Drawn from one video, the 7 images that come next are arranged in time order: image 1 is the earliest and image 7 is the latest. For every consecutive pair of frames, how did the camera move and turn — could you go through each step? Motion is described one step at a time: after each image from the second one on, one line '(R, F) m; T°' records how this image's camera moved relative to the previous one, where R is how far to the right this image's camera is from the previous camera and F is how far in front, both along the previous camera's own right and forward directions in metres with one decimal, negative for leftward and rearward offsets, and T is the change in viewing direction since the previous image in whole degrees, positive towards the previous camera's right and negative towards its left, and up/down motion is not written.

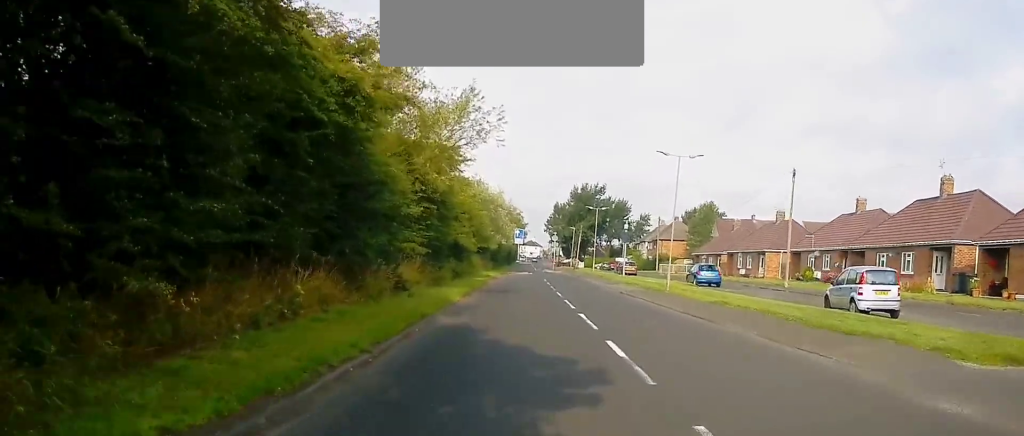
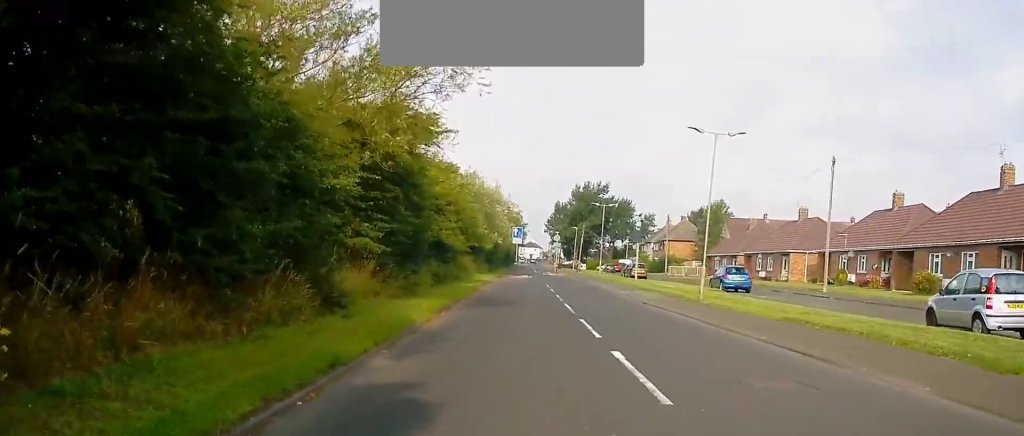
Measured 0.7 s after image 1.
(+0.3, +6.9) m; -1°
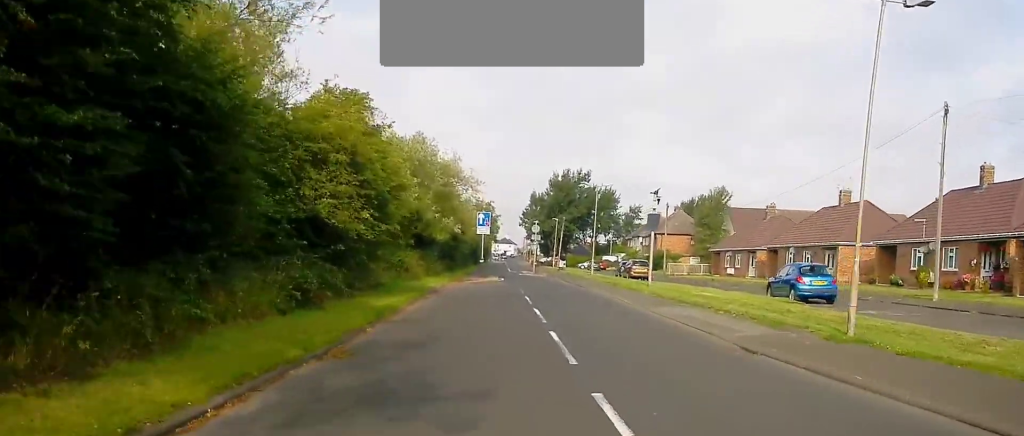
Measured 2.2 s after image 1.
(+0.1, +15.1) m; +4°
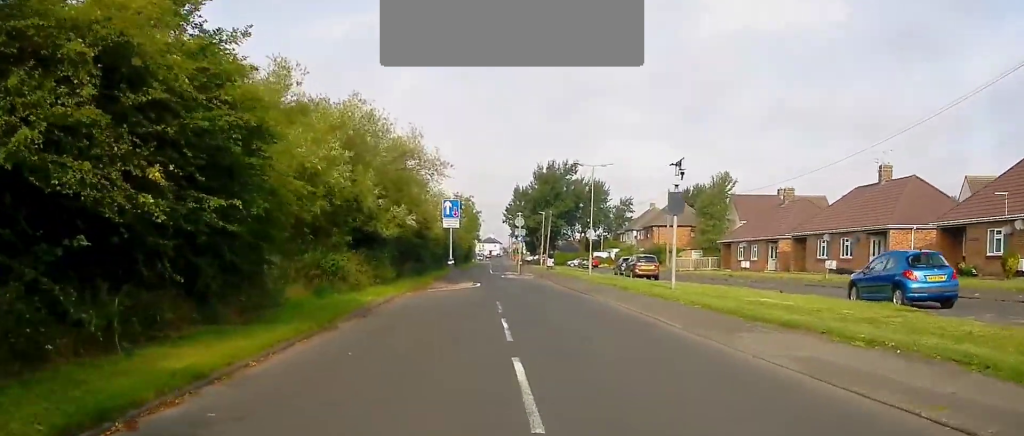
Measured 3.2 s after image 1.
(+0.5, +9.4) m; +1°
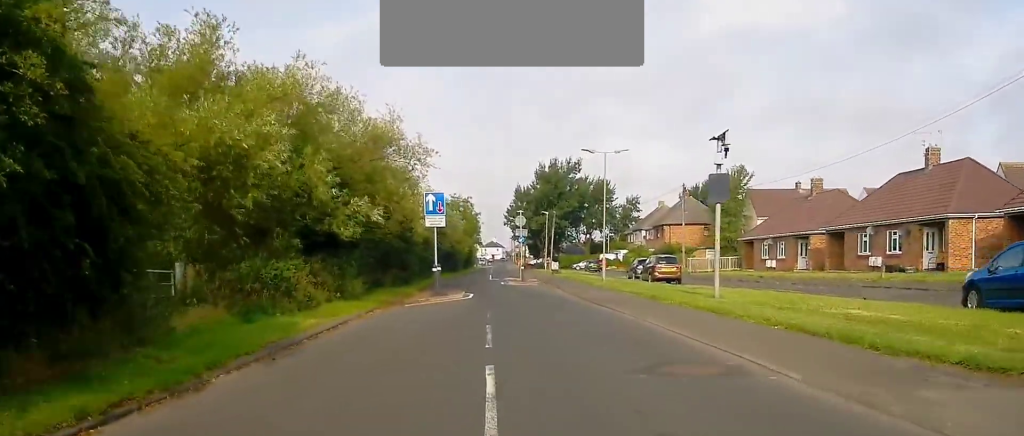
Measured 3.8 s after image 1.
(-0.3, +6.3) m; -2°
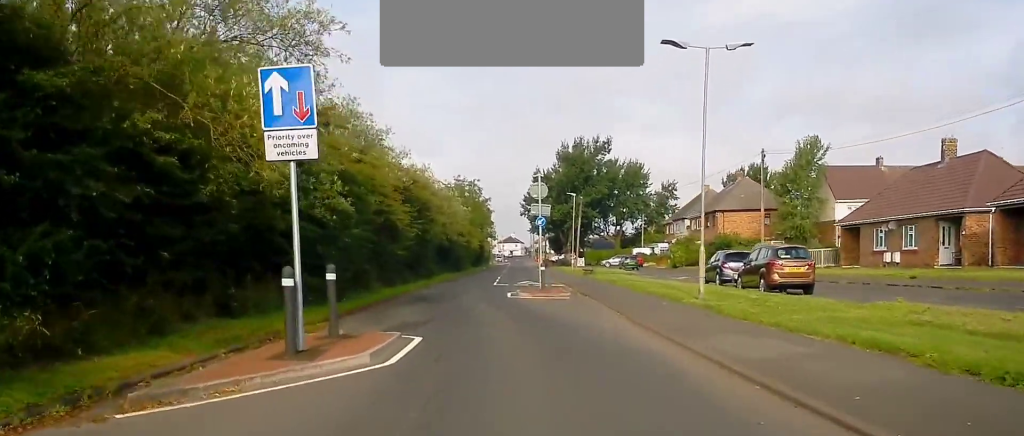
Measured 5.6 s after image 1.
(+0.7, +18.3) m; +1°
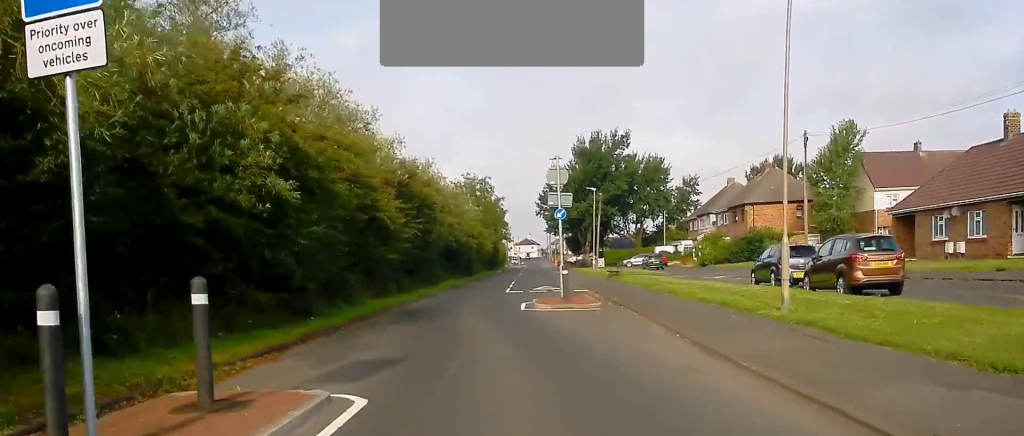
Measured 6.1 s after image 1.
(0.0, +5.4) m; -2°
